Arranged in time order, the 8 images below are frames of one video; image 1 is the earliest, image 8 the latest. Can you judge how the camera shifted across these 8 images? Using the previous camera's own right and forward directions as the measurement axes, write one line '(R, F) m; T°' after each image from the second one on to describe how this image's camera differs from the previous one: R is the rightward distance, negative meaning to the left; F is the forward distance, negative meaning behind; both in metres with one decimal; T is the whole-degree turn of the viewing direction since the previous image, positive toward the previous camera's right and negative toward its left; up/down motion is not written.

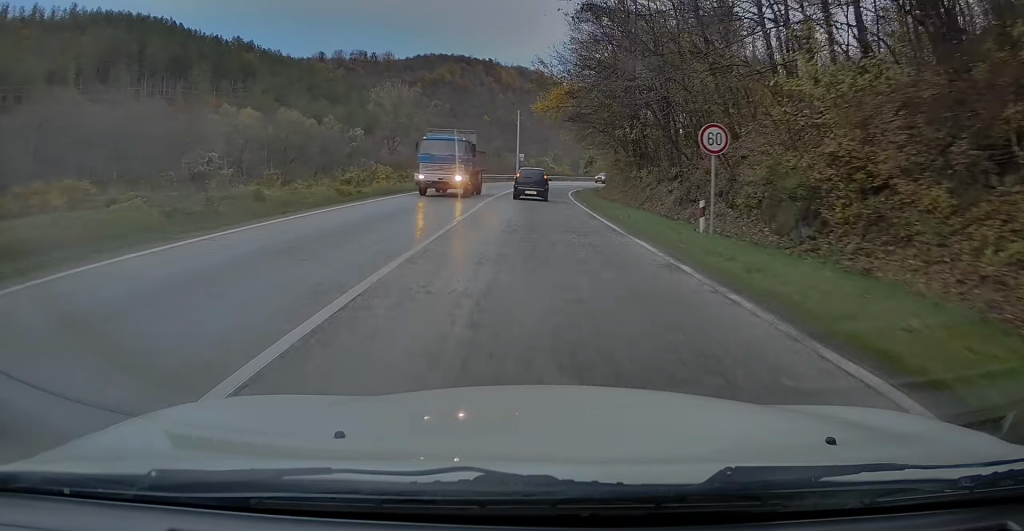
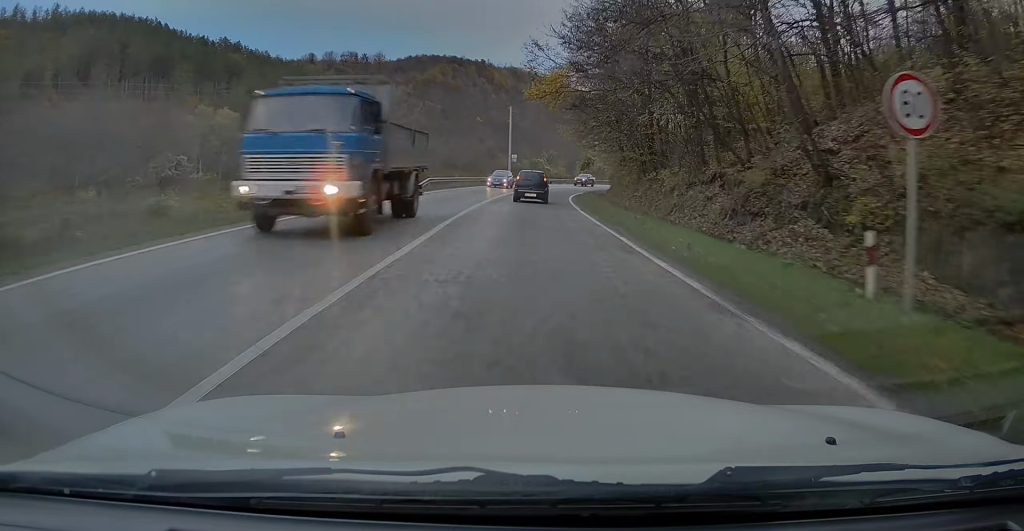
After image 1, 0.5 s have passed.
(0.0, +8.3) m; 0°
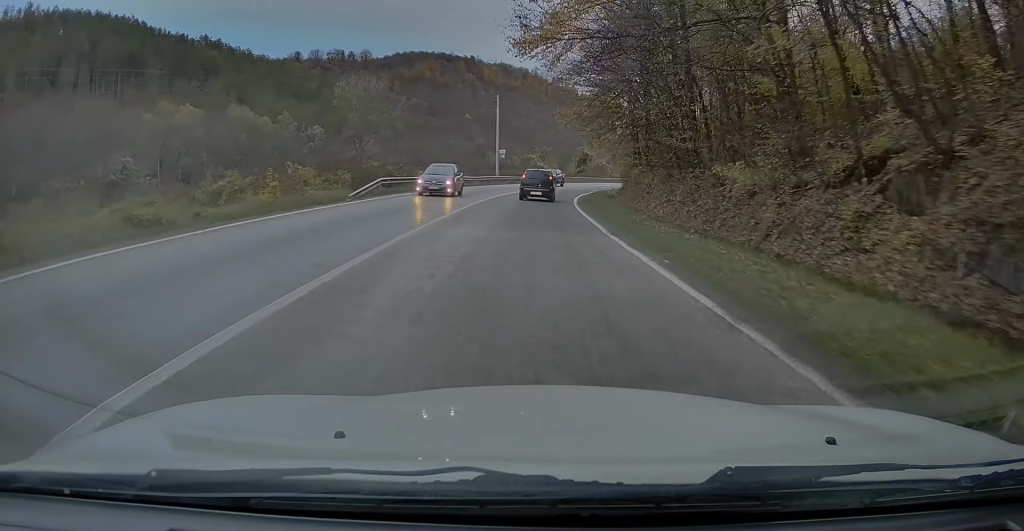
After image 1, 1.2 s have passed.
(-0.4, +12.4) m; +1°
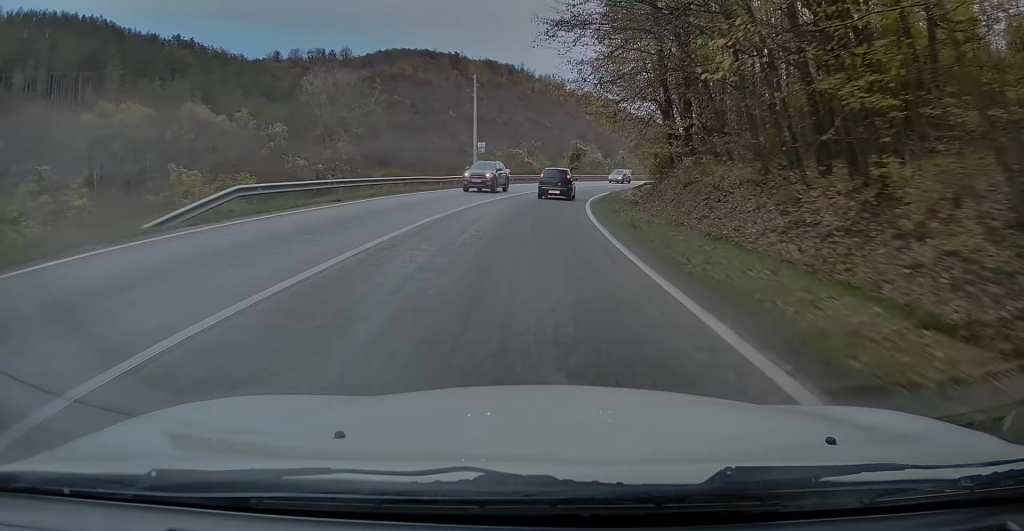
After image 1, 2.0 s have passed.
(+0.7, +15.4) m; +3°
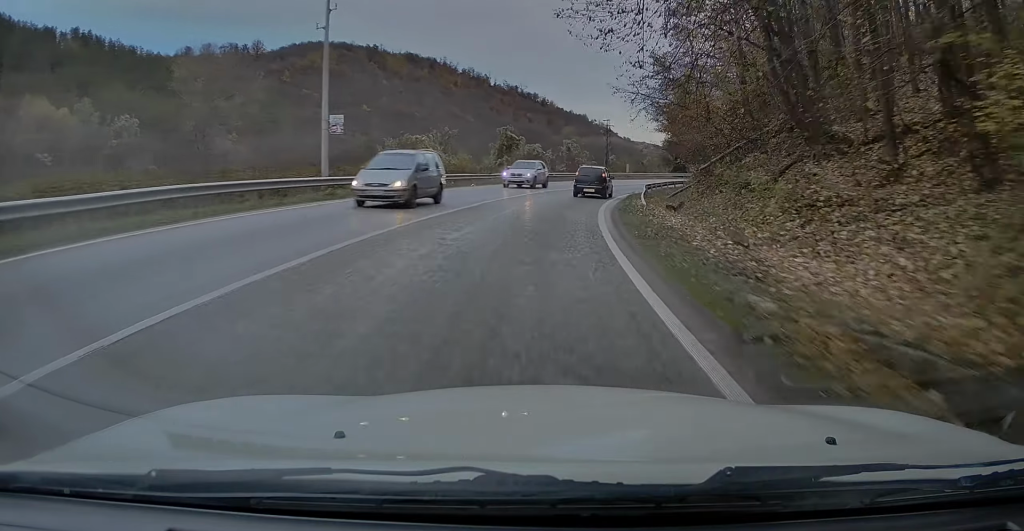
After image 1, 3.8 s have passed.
(+1.4, +30.1) m; +6°
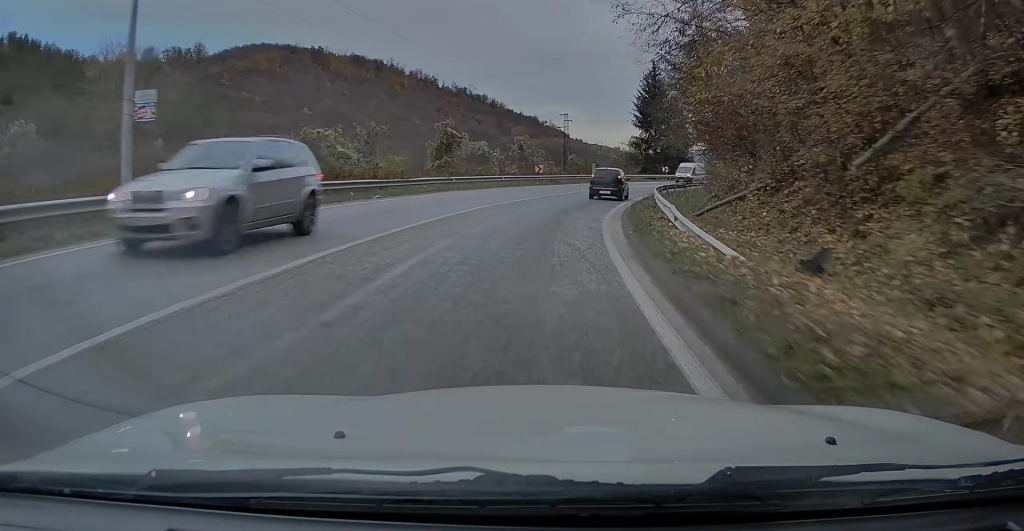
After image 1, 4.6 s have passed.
(+0.4, +14.3) m; +3°
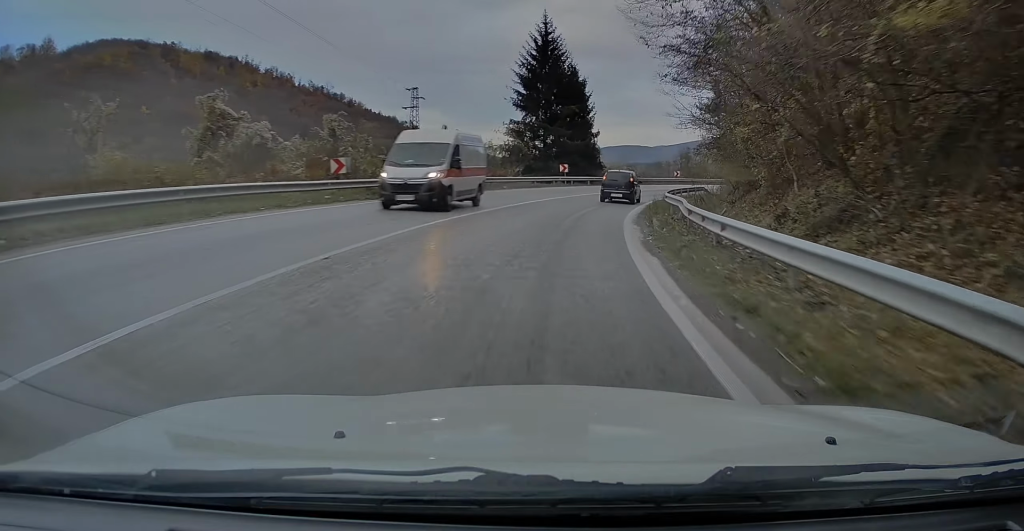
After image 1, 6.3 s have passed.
(+2.2, +28.9) m; +13°
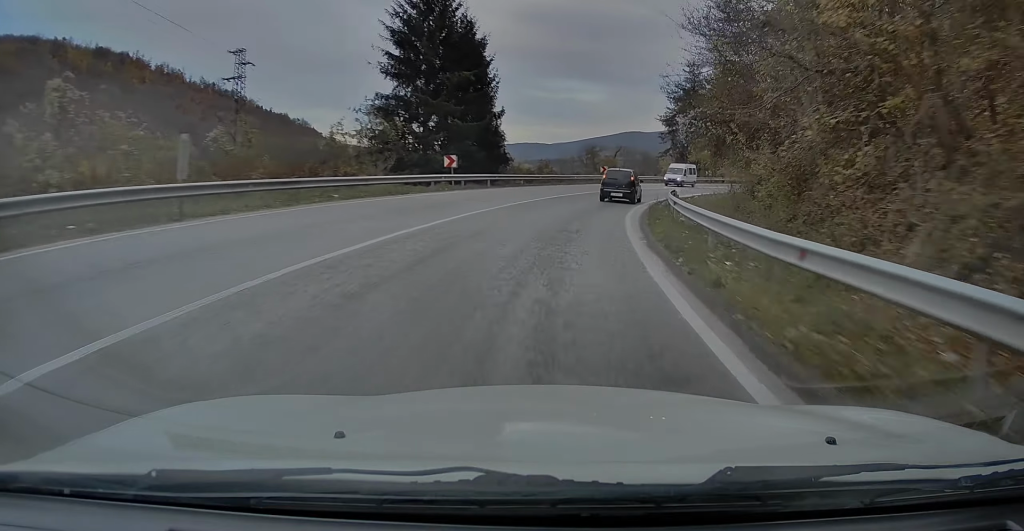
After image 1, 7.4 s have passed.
(+1.9, +19.7) m; +10°
